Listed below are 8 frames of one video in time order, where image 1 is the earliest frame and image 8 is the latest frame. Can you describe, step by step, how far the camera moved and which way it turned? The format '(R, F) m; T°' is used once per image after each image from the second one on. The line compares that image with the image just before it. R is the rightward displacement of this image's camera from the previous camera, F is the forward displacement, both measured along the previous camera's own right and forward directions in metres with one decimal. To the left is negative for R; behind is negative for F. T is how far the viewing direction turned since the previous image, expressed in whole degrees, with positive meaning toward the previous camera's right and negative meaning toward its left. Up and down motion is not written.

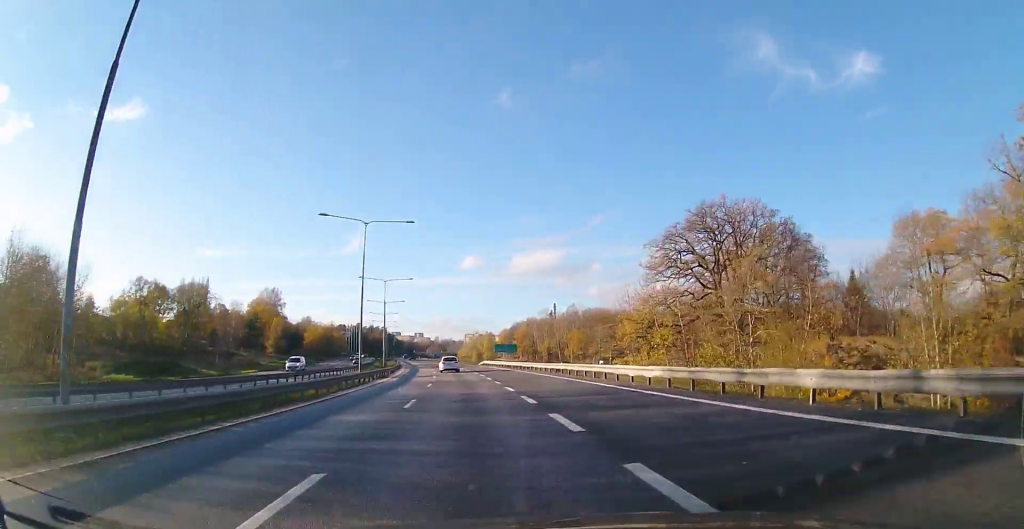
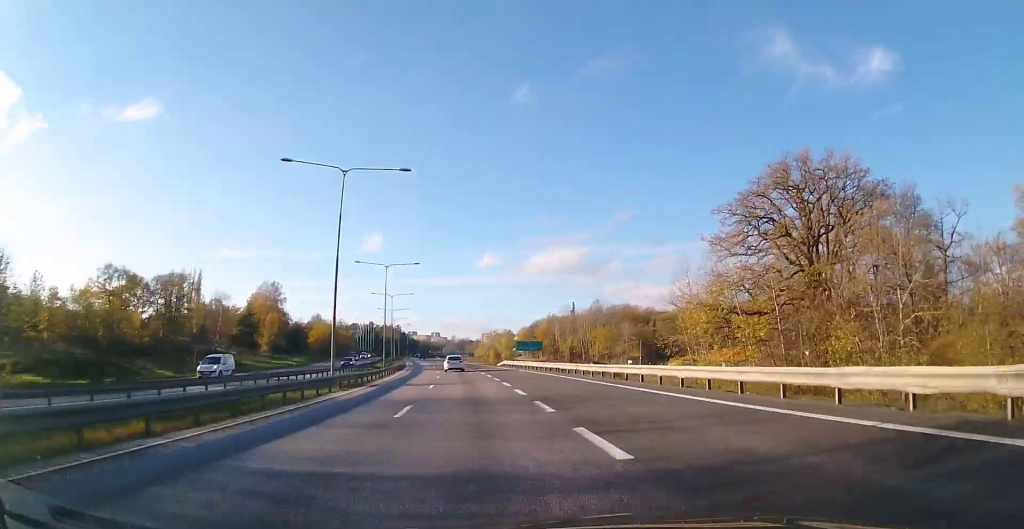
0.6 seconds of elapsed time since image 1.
(-0.2, +14.9) m; 0°
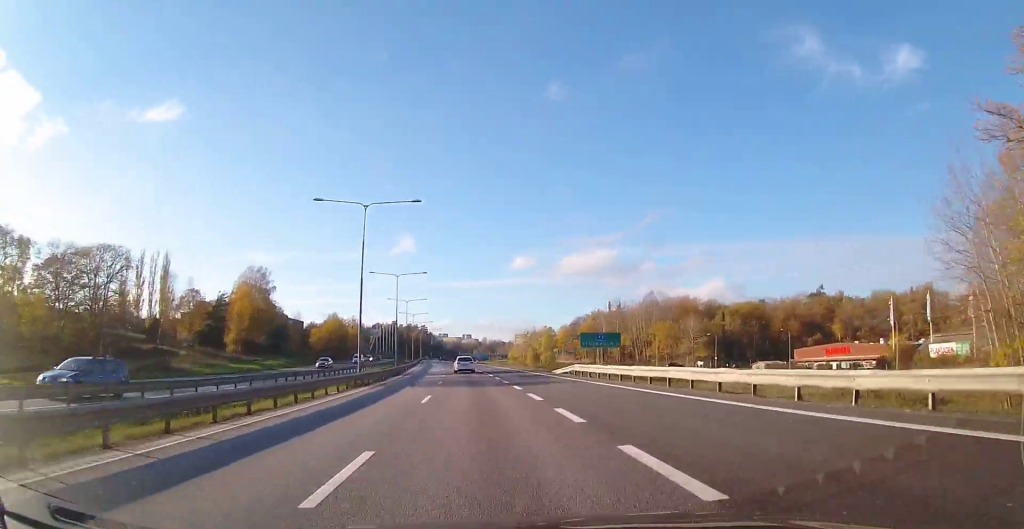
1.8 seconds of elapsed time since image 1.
(-0.2, +32.3) m; -3°
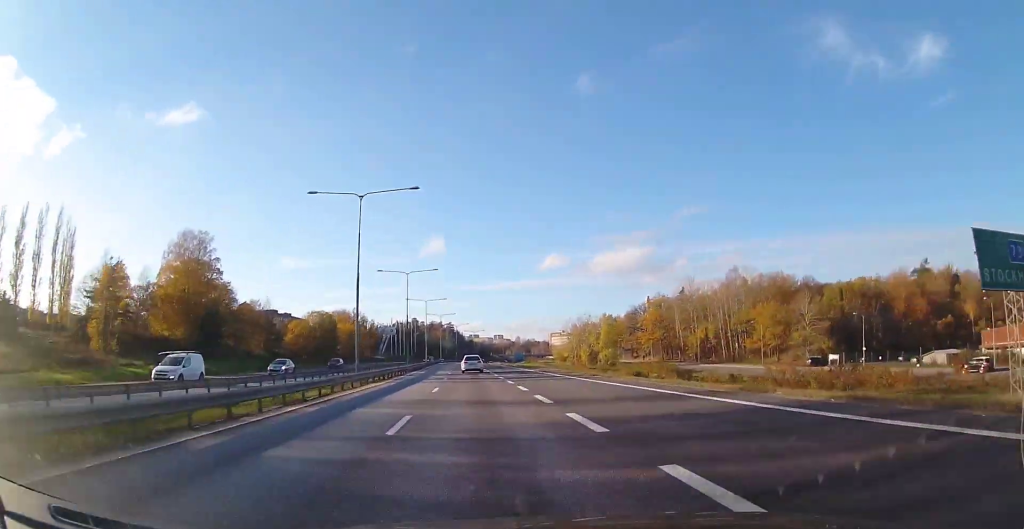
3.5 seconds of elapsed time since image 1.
(-2.3, +43.8) m; -4°
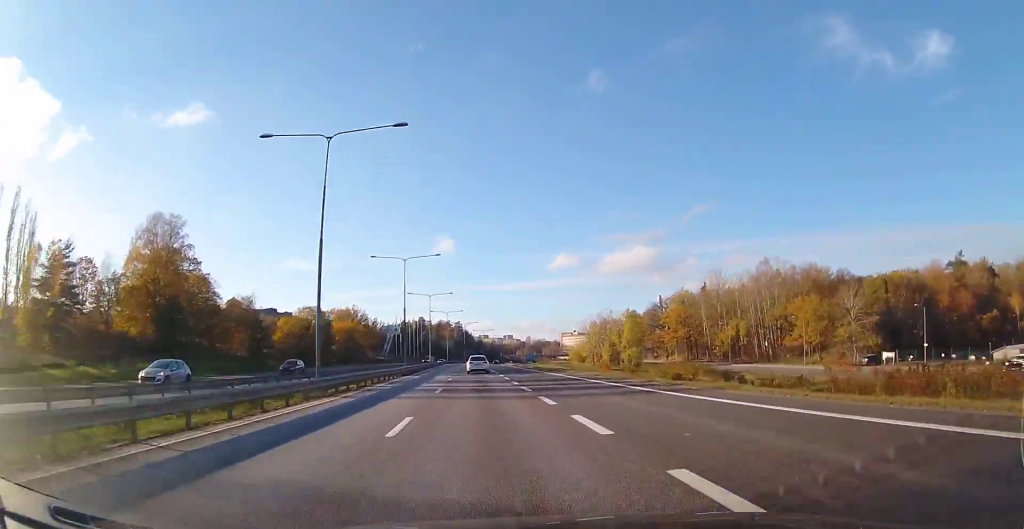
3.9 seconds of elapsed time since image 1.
(+0.1, +12.4) m; -1°
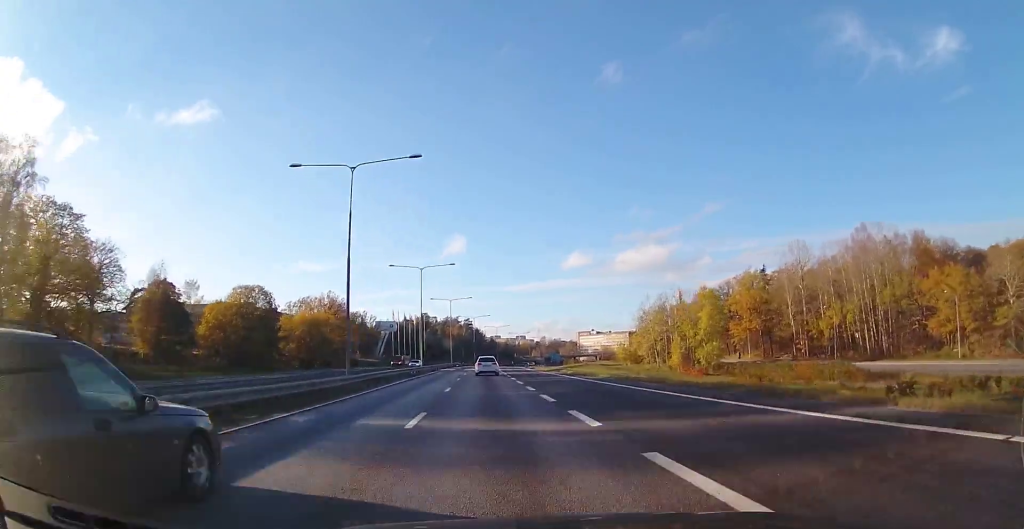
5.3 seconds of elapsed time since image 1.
(-0.7, +35.4) m; -1°
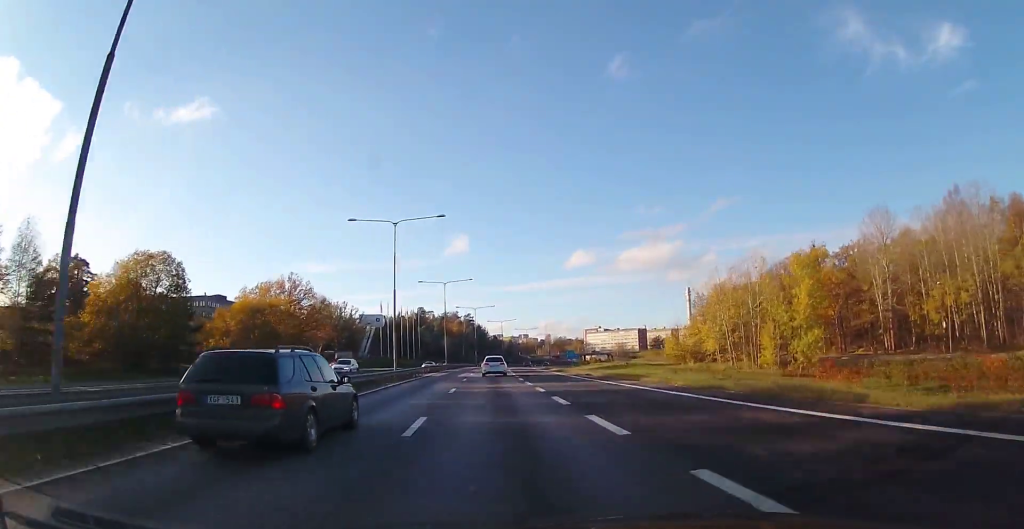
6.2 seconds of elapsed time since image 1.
(-0.1, +25.7) m; -1°
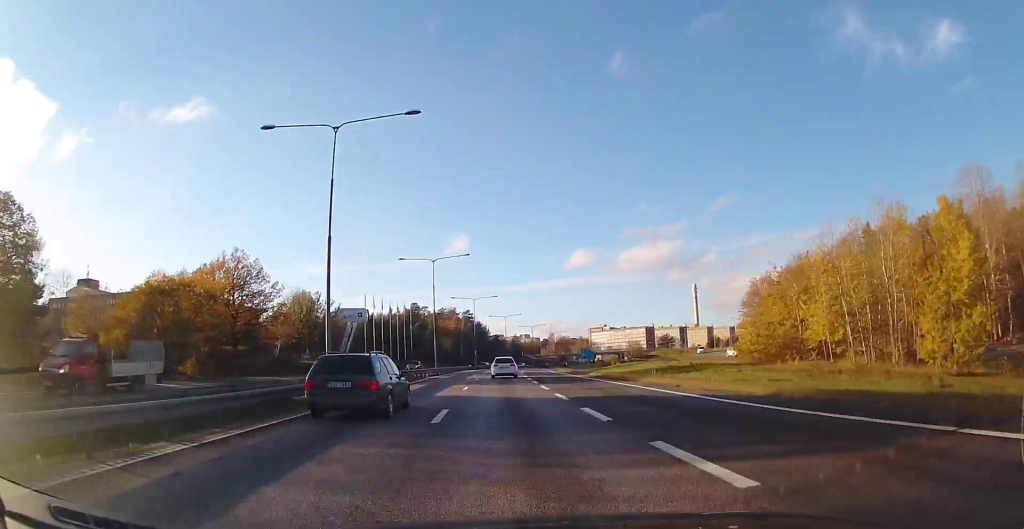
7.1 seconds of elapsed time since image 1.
(-0.2, +22.3) m; 0°
